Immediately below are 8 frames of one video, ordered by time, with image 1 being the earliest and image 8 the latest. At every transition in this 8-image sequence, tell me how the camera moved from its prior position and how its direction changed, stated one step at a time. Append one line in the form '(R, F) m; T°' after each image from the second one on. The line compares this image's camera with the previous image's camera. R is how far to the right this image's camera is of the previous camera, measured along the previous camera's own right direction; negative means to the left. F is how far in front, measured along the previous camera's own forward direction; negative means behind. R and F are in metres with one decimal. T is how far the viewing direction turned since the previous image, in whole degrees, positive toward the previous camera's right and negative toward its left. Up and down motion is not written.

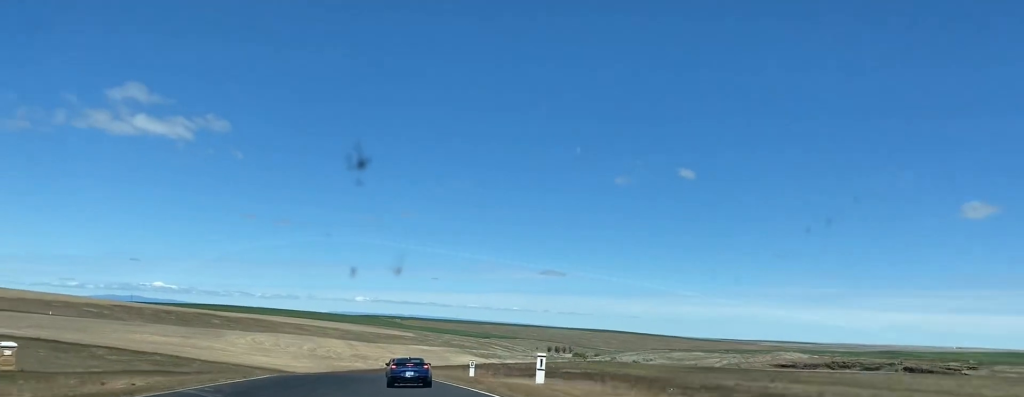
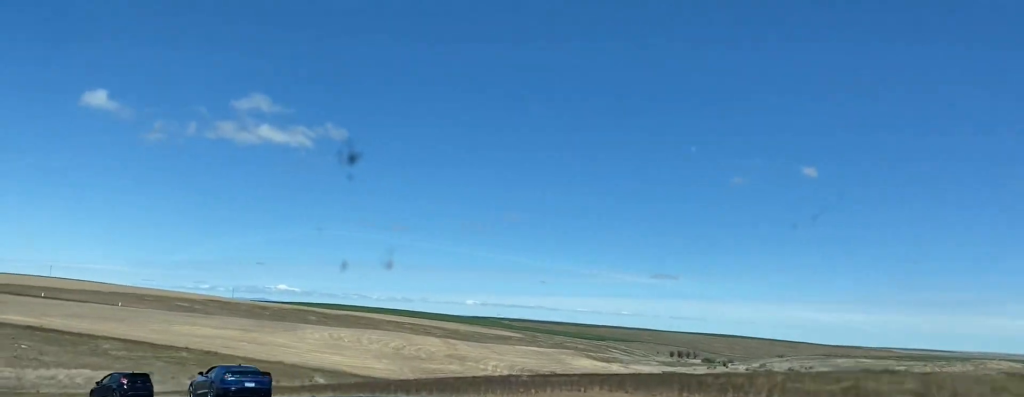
(-4.5, +60.9) m; -12°
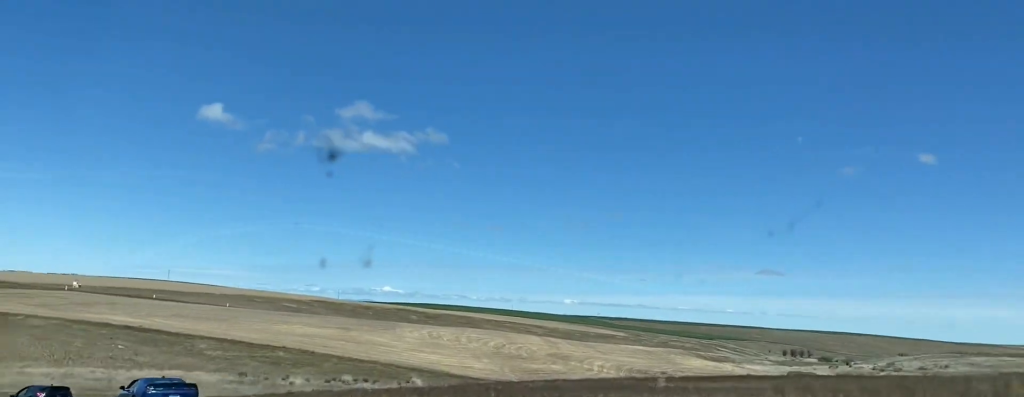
(-0.6, +12.7) m; -7°
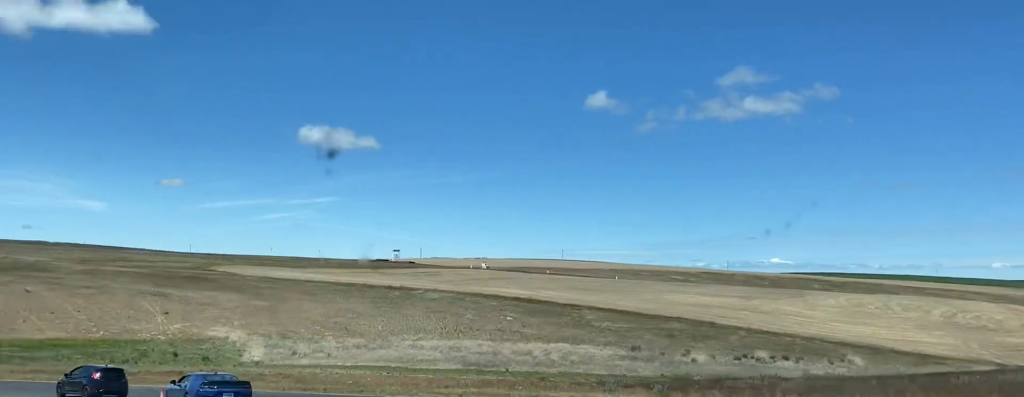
(-3.4, +24.7) m; -20°
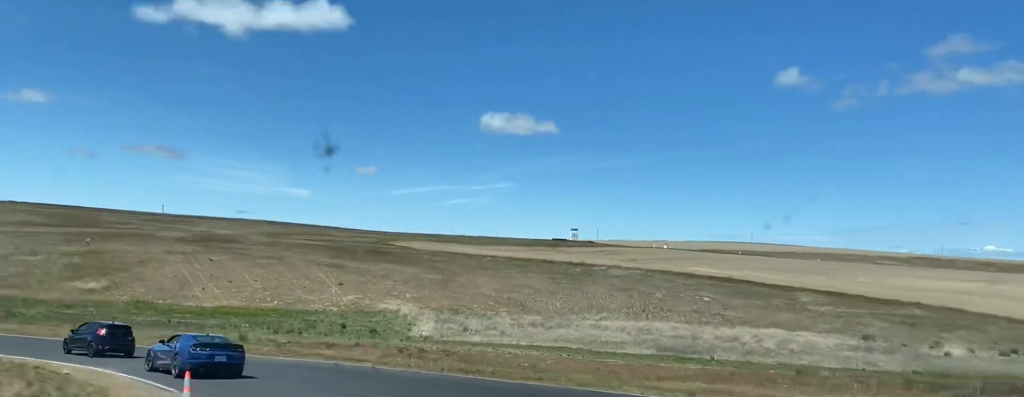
(-1.6, +11.6) m; -14°
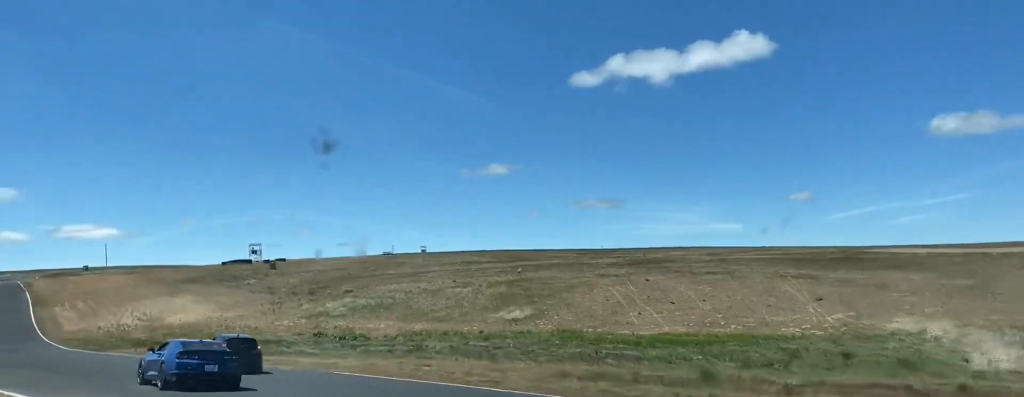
(-6.7, +23.7) m; -30°
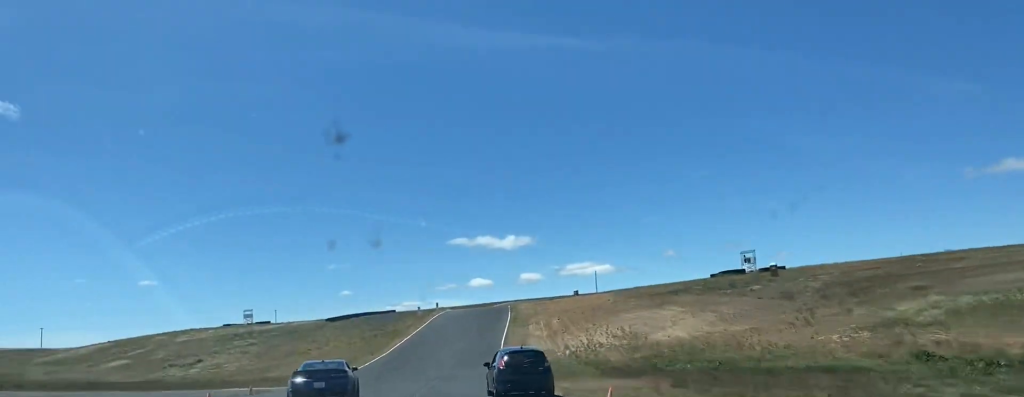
(-9.5, +33.4) m; -30°
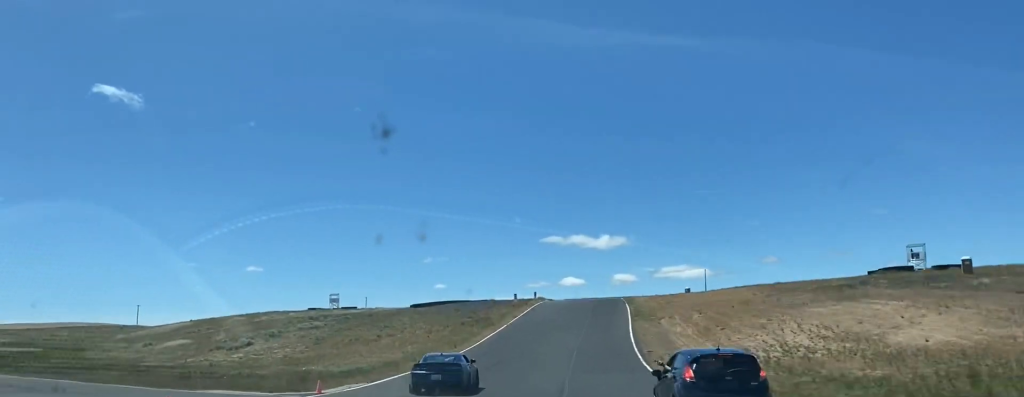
(-2.9, +22.4) m; -5°
